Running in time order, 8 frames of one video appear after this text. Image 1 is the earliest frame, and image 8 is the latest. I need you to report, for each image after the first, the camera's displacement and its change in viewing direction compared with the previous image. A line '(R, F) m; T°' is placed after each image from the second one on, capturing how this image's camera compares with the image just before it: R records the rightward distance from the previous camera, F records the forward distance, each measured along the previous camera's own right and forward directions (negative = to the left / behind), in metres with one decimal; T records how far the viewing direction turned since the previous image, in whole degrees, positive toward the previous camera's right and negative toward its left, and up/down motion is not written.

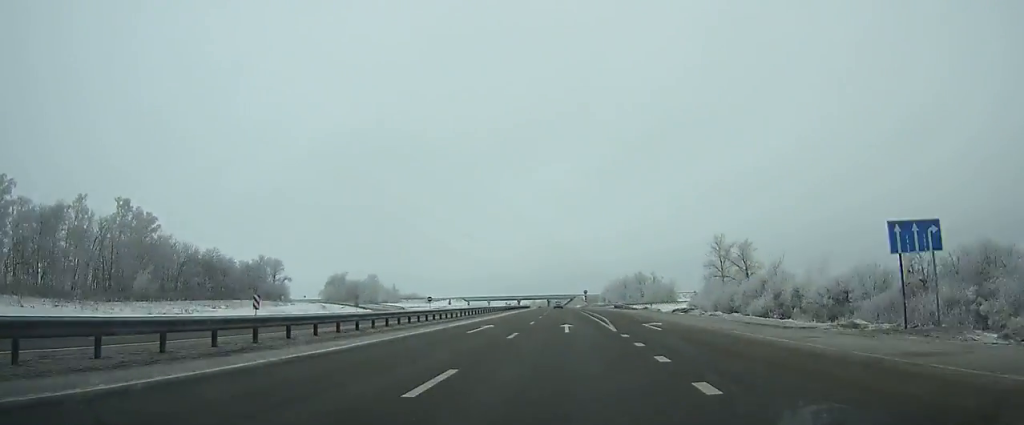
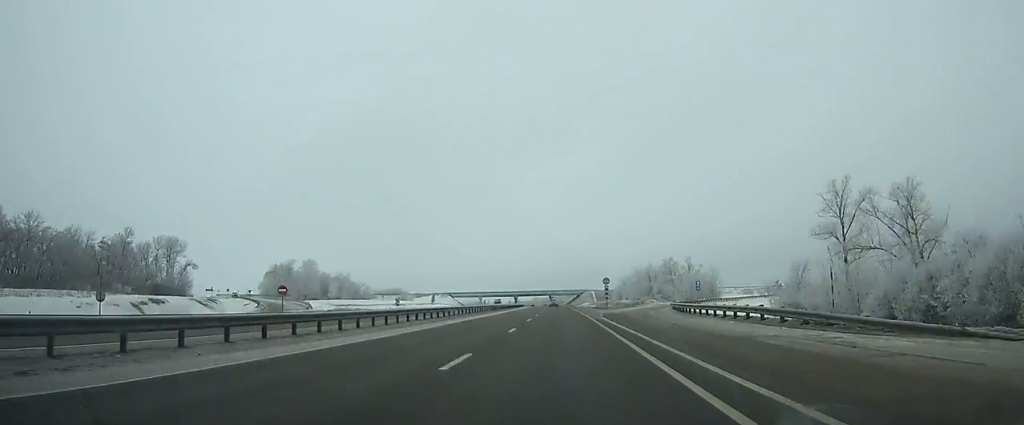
(-0.5, +57.7) m; -1°
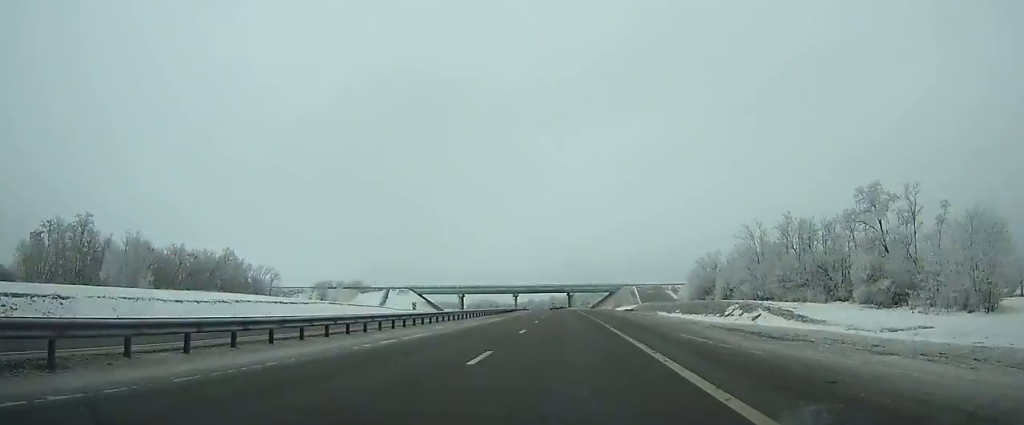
(-2.3, +106.2) m; -2°
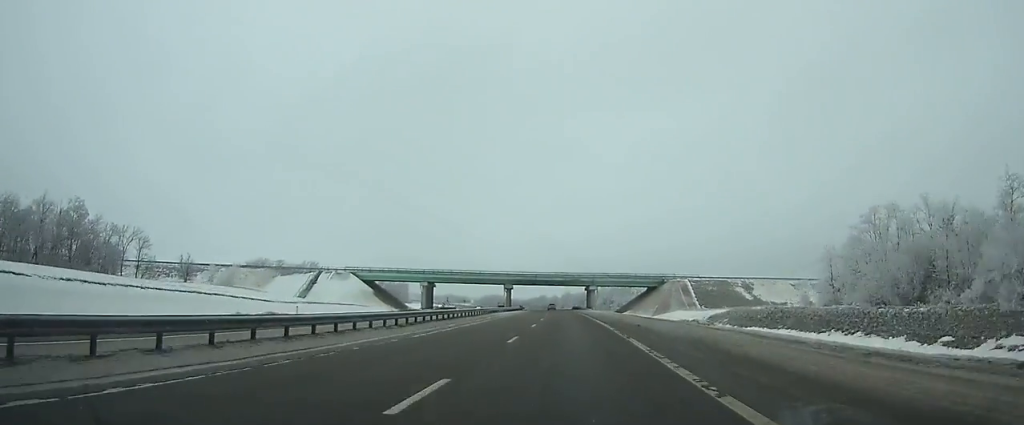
(-0.9, +66.8) m; -2°
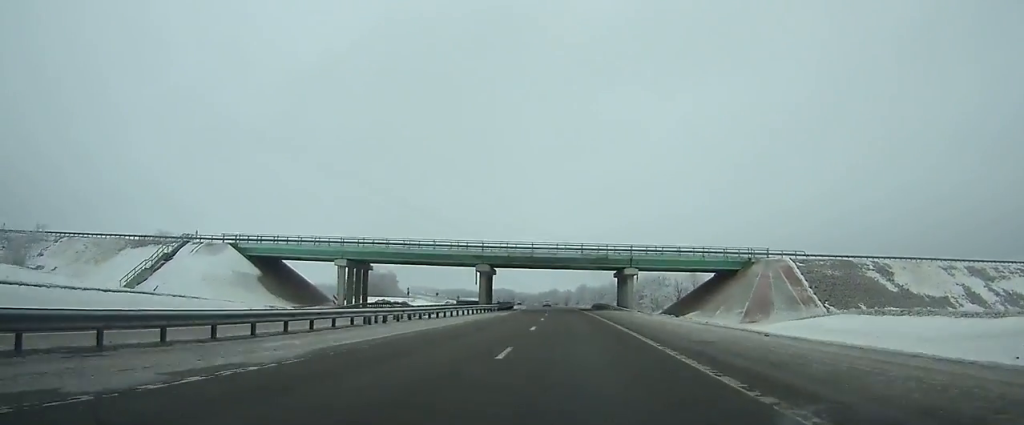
(-0.5, +53.7) m; -1°
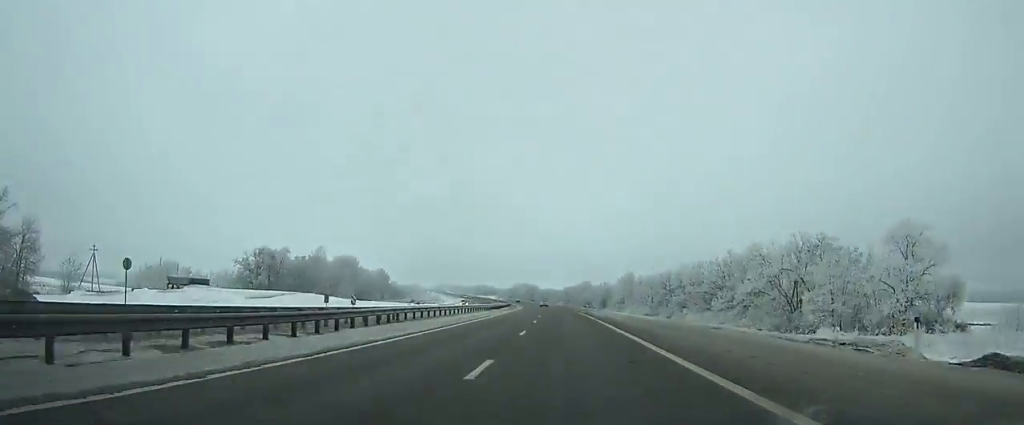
(-2.4, +95.3) m; -3°
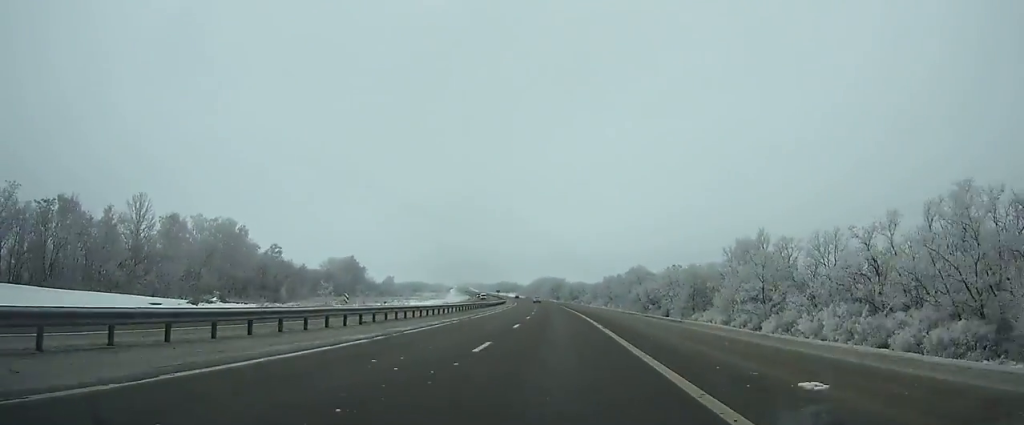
(-2.7, +92.8) m; -3°
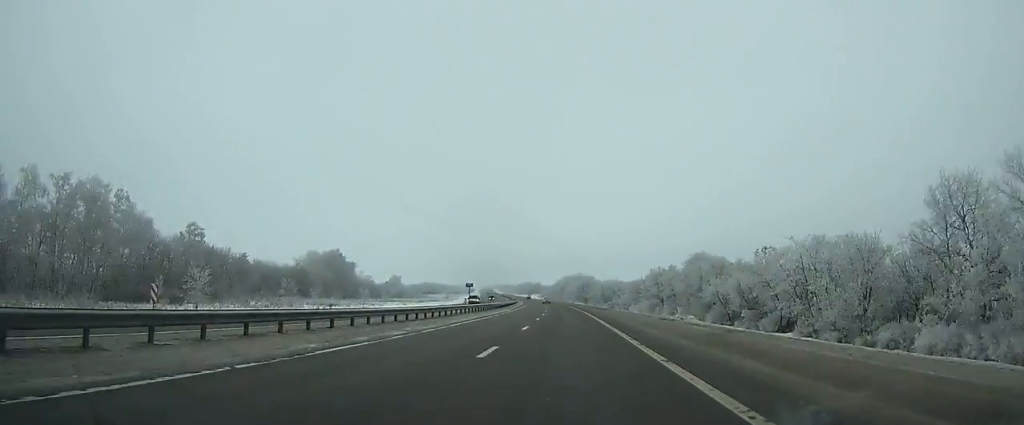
(-0.5, +44.3) m; -2°
